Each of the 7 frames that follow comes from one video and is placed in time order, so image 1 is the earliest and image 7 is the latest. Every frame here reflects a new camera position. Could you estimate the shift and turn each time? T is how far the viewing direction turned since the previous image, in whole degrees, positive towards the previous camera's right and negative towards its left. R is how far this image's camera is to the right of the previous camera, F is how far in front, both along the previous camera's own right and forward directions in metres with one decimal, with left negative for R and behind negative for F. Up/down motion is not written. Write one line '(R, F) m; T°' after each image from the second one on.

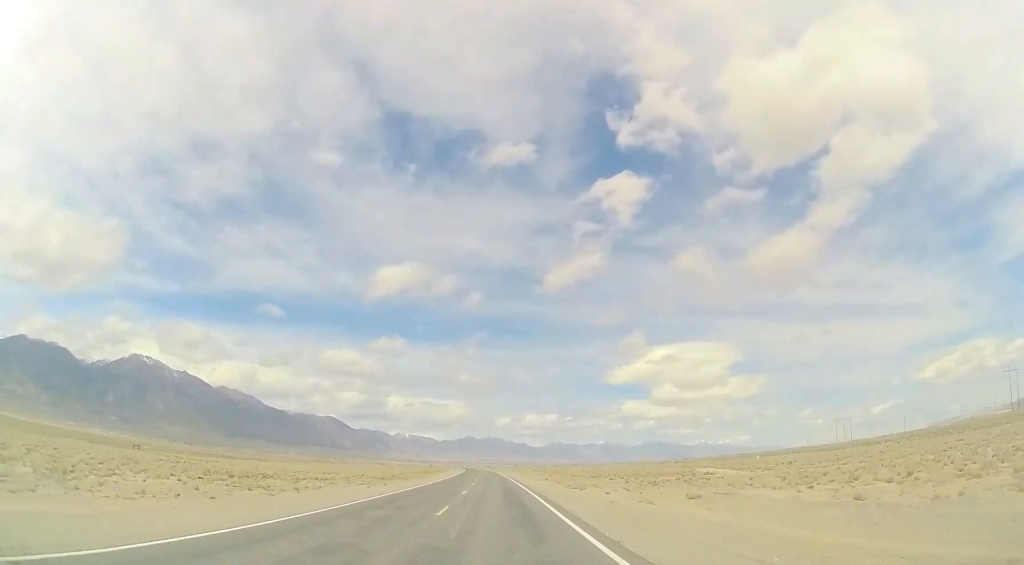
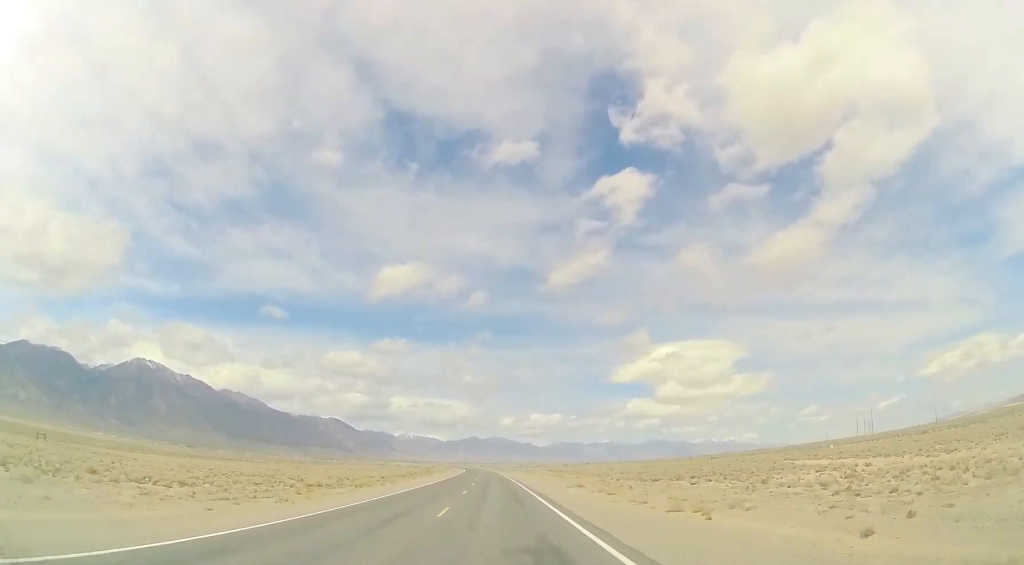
(-0.3, +27.8) m; 0°
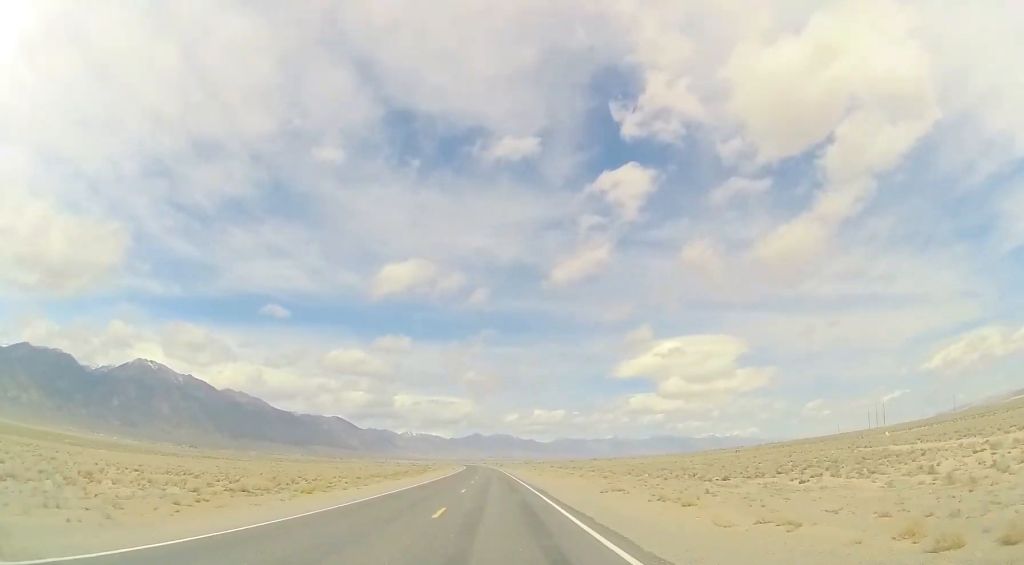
(+0.1, +15.0) m; 0°
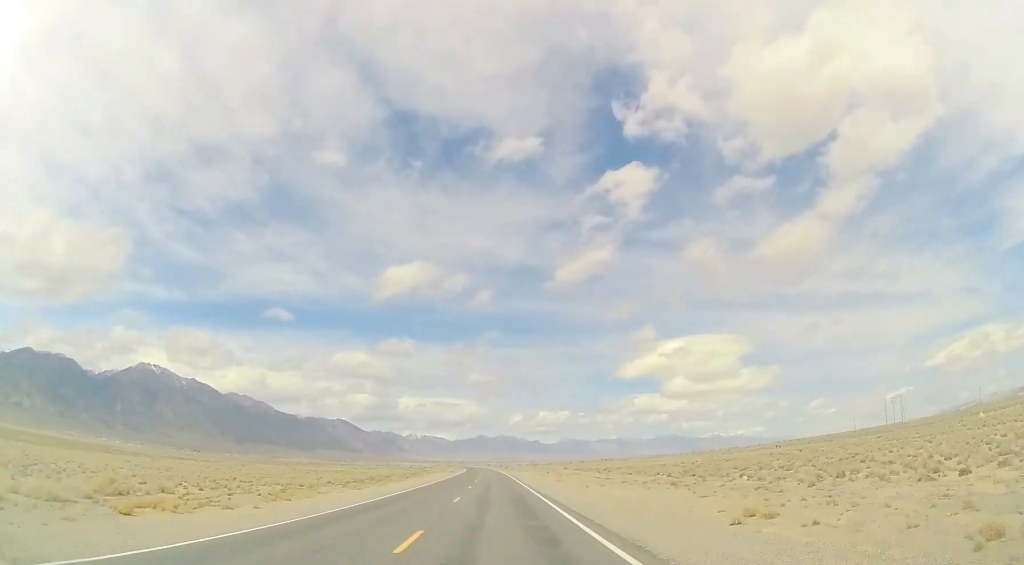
(+0.4, +19.7) m; -1°
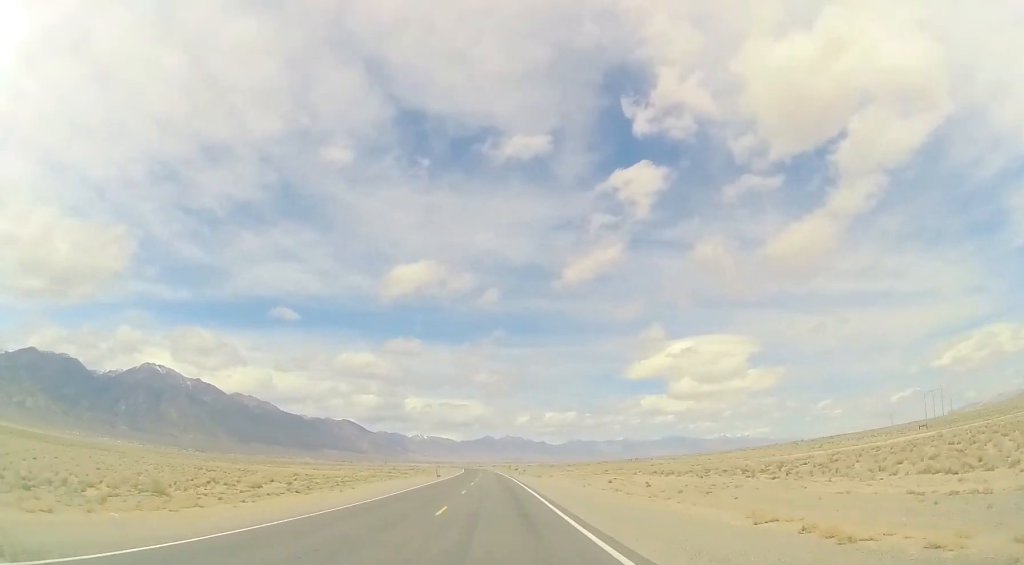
(-1.4, +46.3) m; -2°
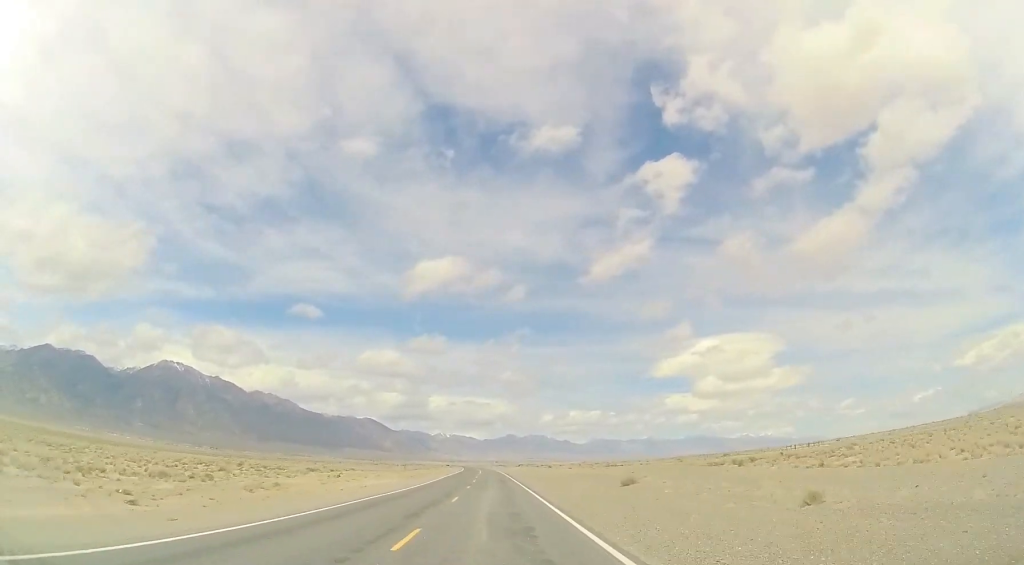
(+0.3, +116.1) m; -1°
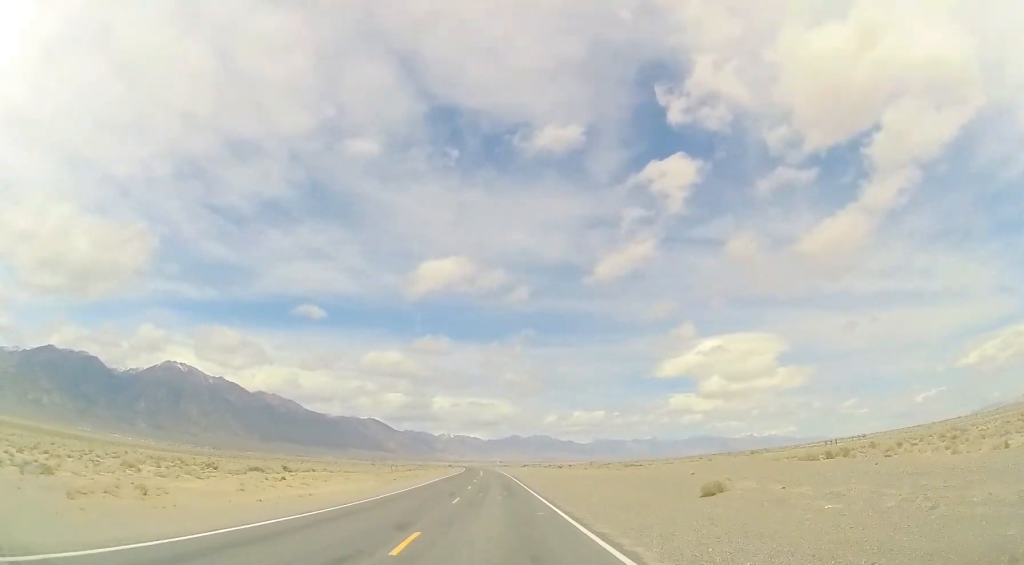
(+0.1, +14.0) m; 0°
